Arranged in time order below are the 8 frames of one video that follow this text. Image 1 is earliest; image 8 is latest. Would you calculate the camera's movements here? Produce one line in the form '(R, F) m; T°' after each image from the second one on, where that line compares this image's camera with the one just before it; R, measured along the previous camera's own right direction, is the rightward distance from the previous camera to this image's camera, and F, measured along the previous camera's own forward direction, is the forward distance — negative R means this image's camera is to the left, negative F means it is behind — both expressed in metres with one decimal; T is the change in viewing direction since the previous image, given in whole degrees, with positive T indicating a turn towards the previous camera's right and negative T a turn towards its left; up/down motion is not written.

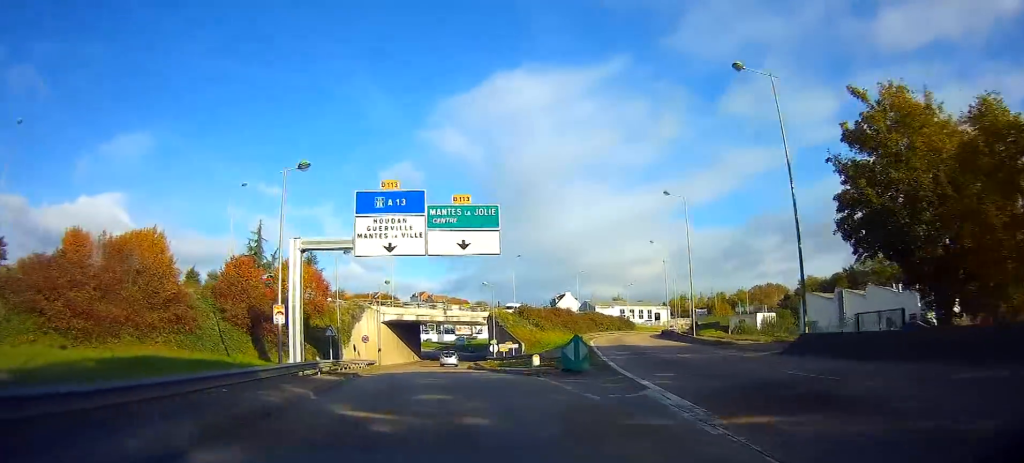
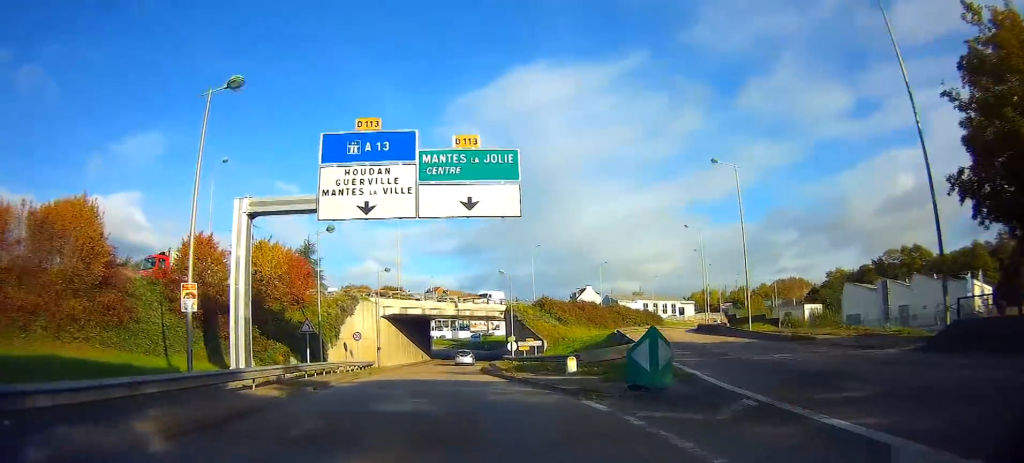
(-0.1, +8.1) m; -2°
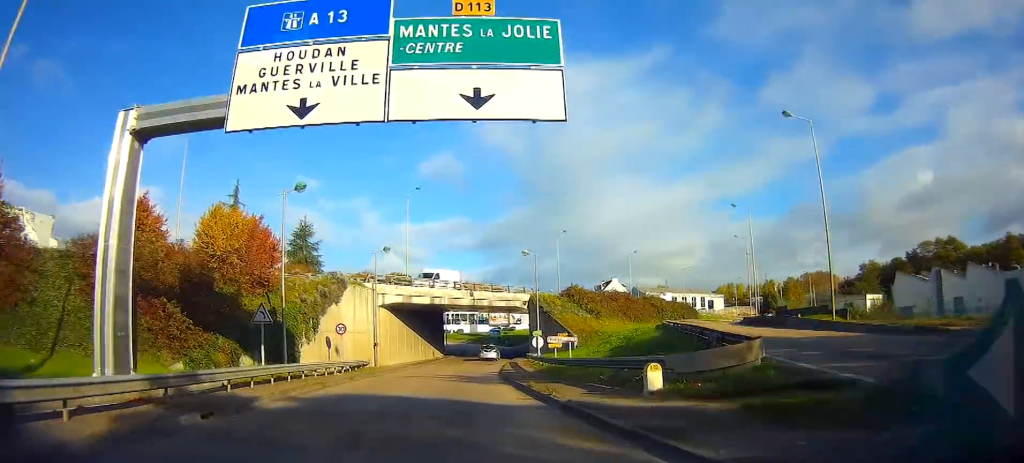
(-0.3, +9.1) m; -2°
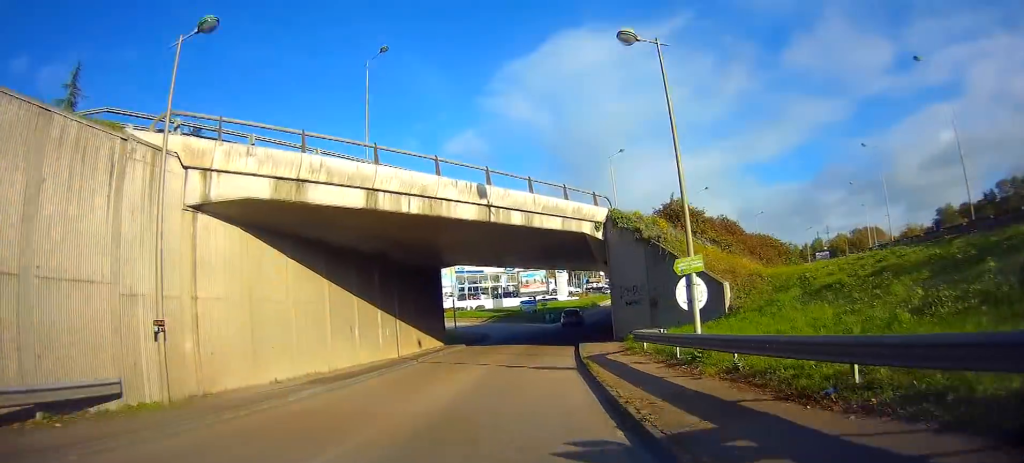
(-1.7, +30.7) m; -4°
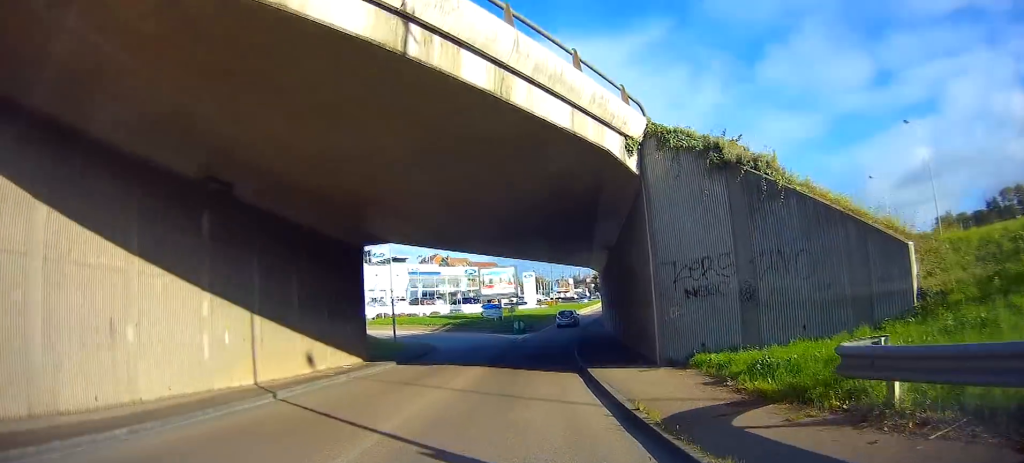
(+0.4, +13.5) m; +3°
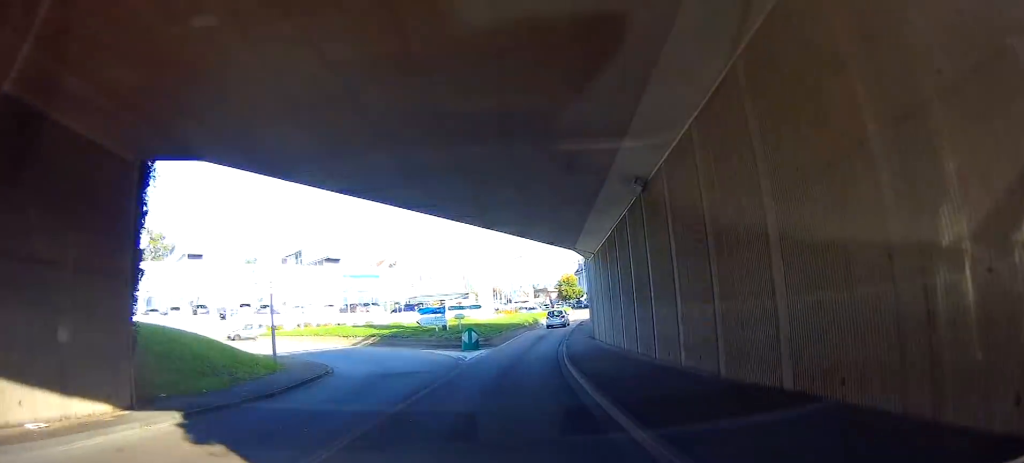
(+0.6, +15.2) m; +3°
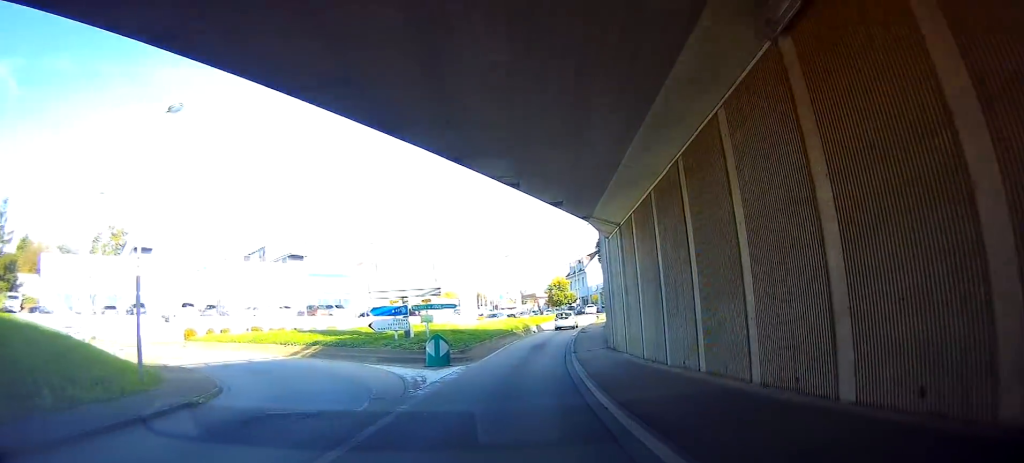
(+0.2, +9.7) m; +2°
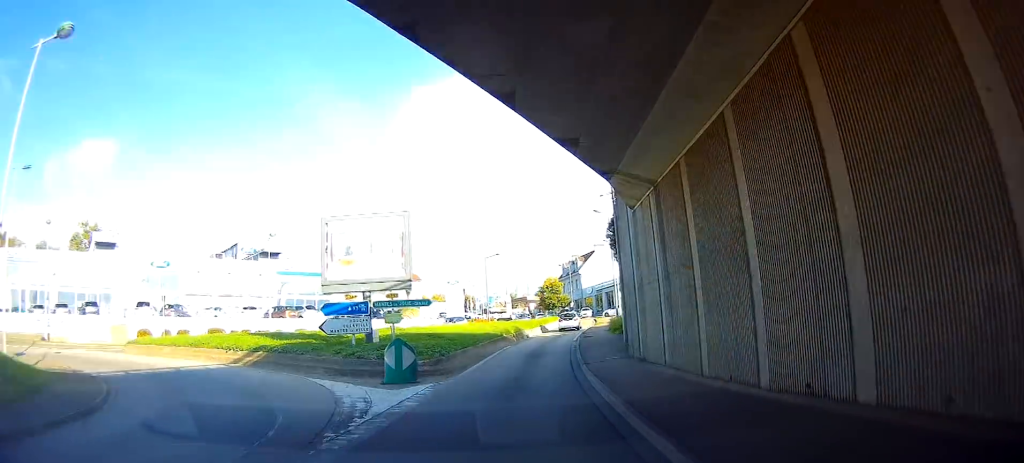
(+0.1, +6.0) m; +1°
